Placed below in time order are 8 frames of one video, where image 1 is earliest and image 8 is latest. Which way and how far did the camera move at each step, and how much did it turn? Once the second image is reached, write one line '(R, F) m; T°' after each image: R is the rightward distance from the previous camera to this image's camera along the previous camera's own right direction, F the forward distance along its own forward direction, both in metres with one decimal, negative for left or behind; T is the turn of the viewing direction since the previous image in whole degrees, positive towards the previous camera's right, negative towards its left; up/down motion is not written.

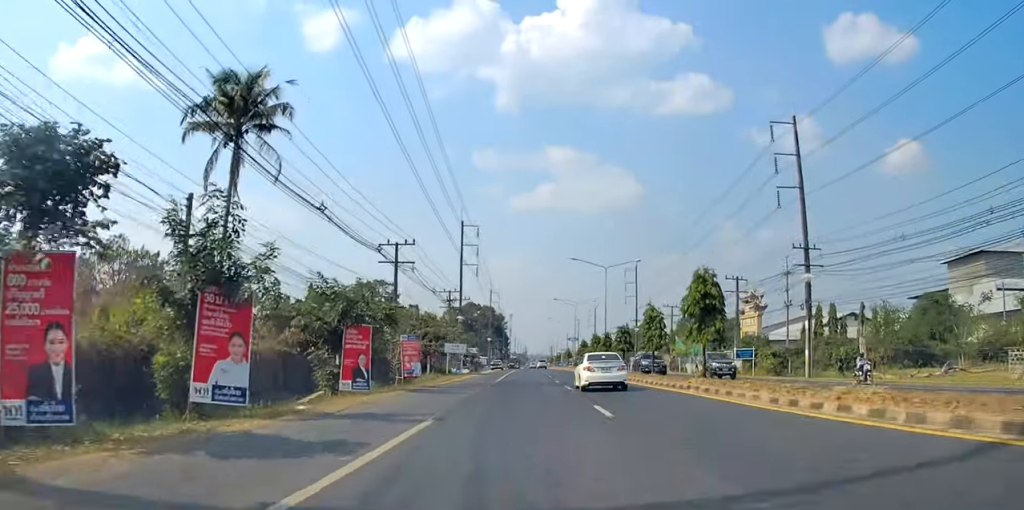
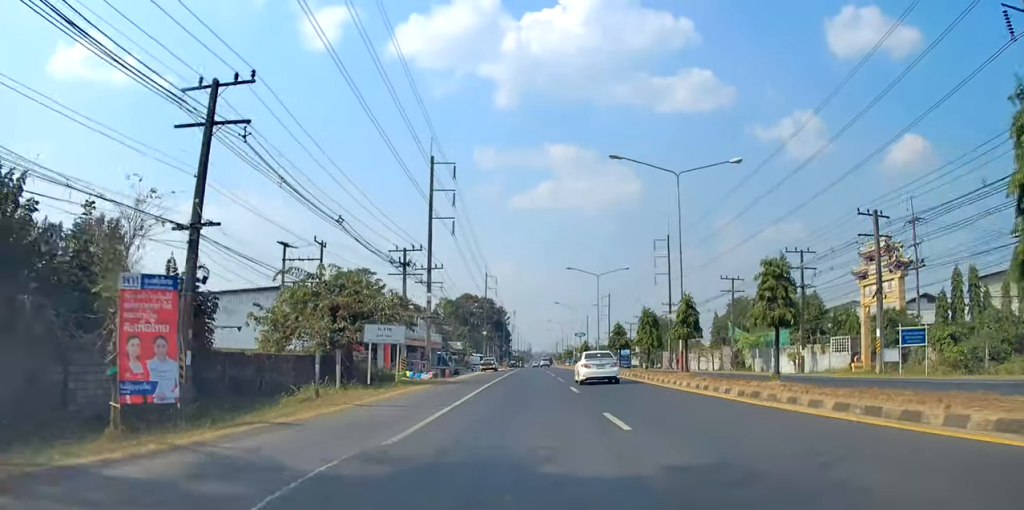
(-0.1, +27.8) m; 0°
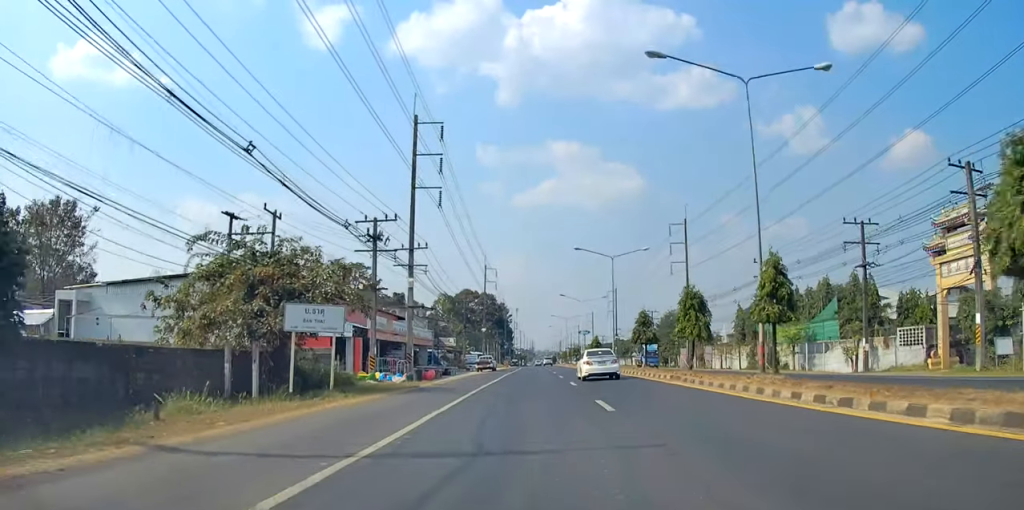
(-0.1, +9.6) m; 0°
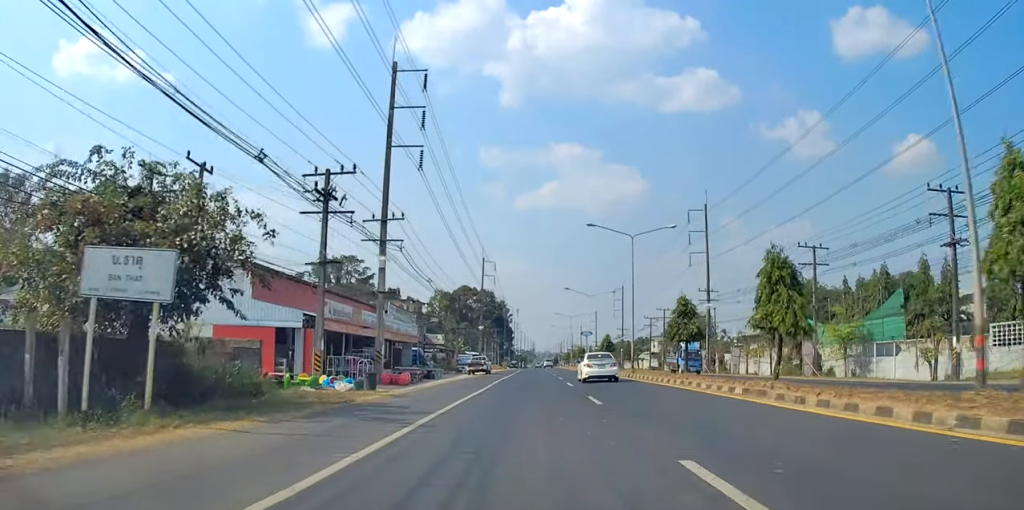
(+0.4, +10.0) m; 0°
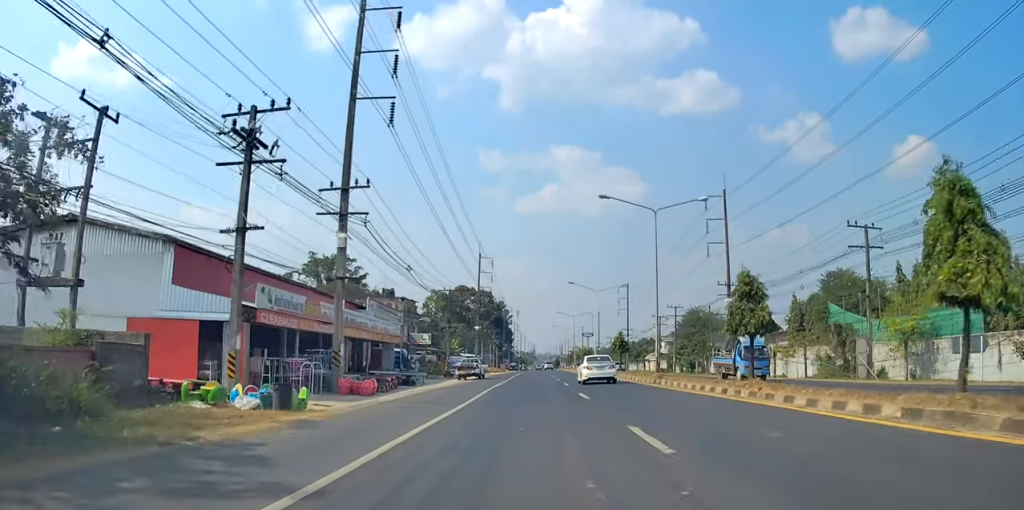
(+0.2, +8.3) m; 0°
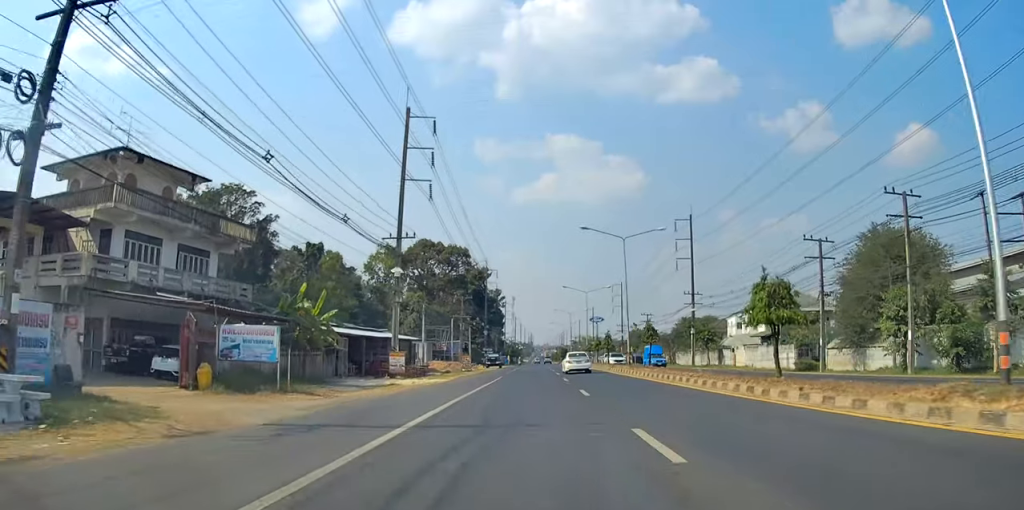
(-0.9, +63.4) m; 0°
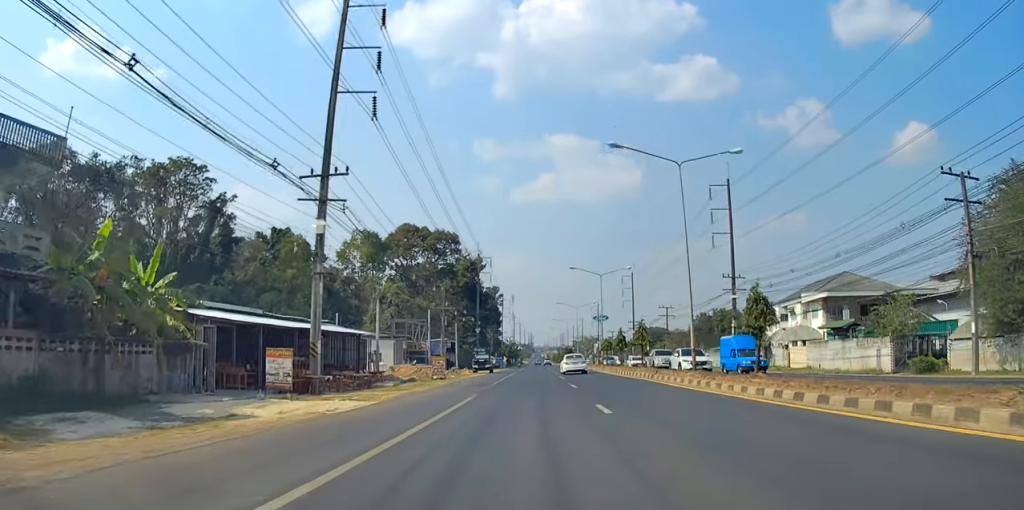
(+0.6, +17.3) m; 0°
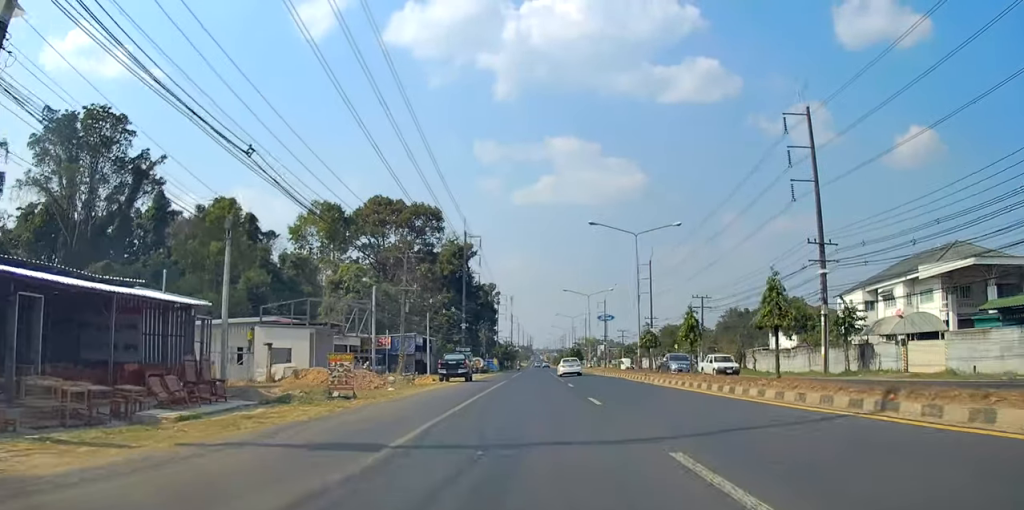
(-0.7, +22.6) m; 0°
